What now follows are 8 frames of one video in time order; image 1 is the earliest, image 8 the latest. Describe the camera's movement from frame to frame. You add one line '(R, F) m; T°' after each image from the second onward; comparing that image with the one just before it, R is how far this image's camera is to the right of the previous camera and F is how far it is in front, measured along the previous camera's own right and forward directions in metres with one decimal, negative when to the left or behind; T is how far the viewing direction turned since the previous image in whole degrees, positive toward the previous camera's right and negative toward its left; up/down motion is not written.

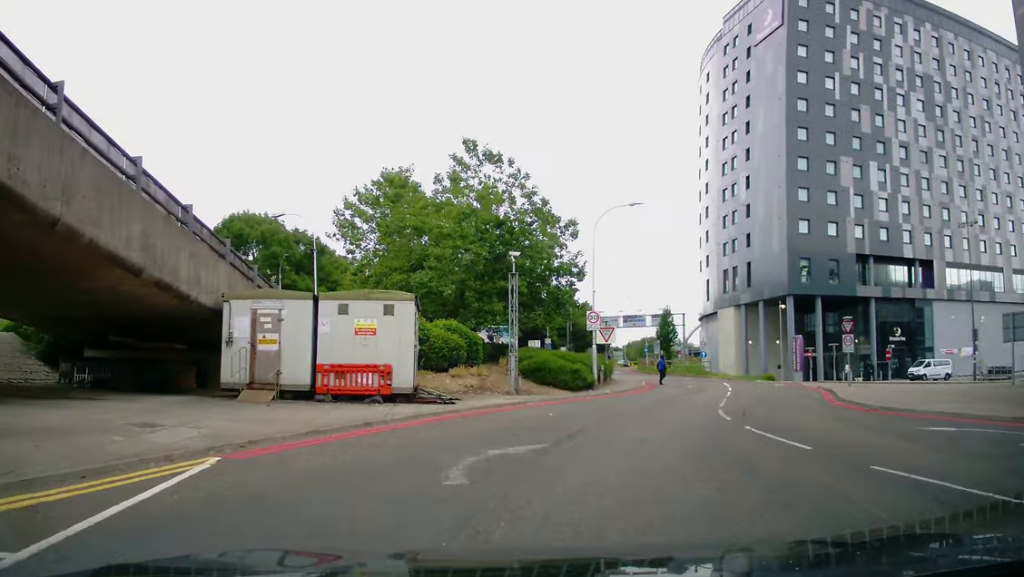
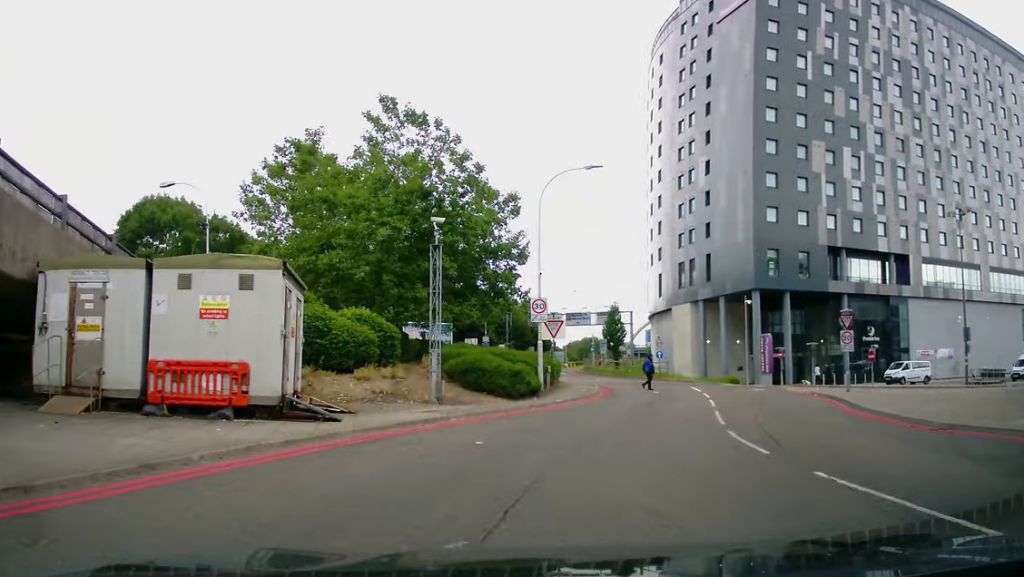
(+0.2, +5.3) m; +7°
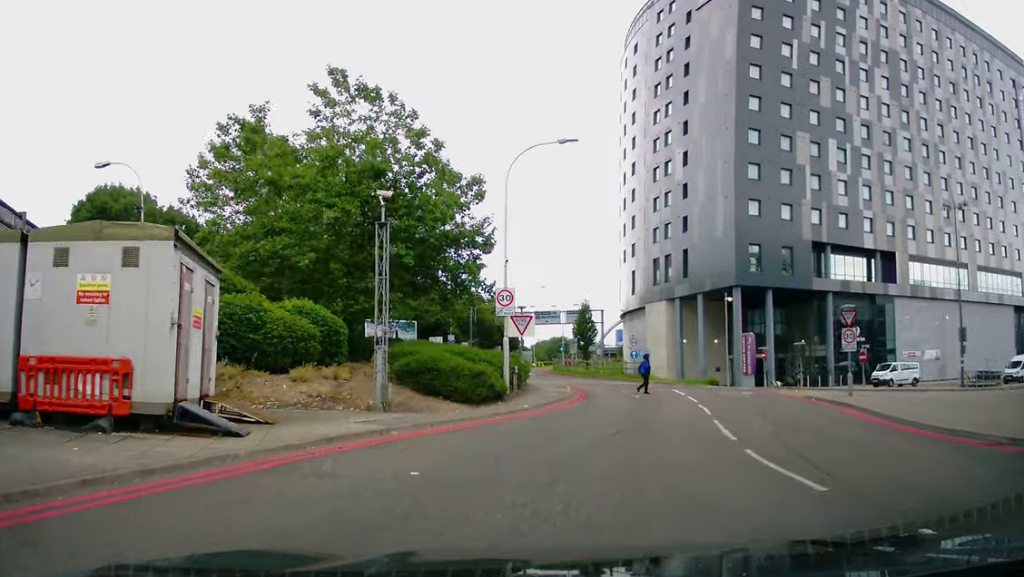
(0.0, +2.7) m; +5°
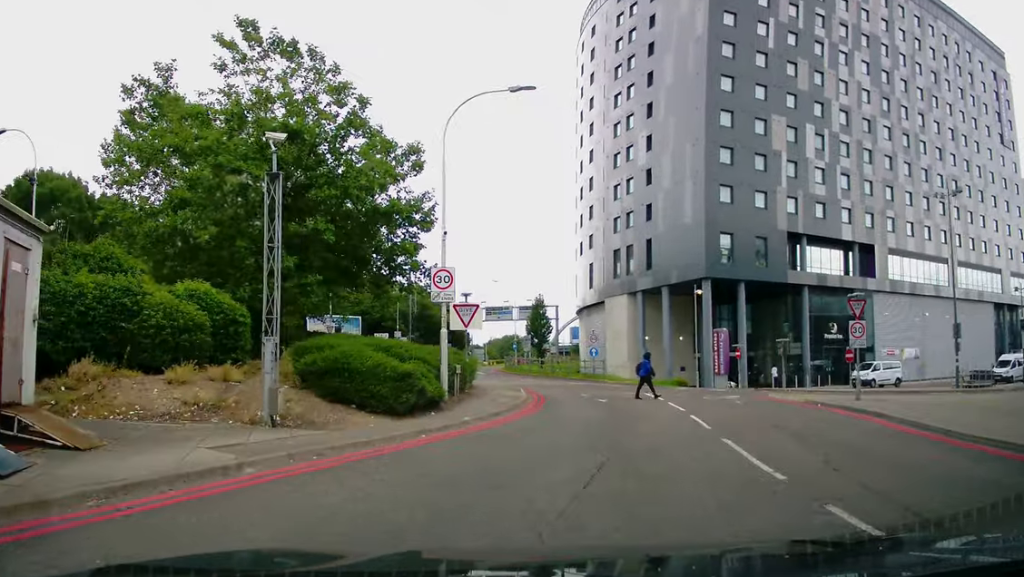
(+0.4, +4.0) m; +5°
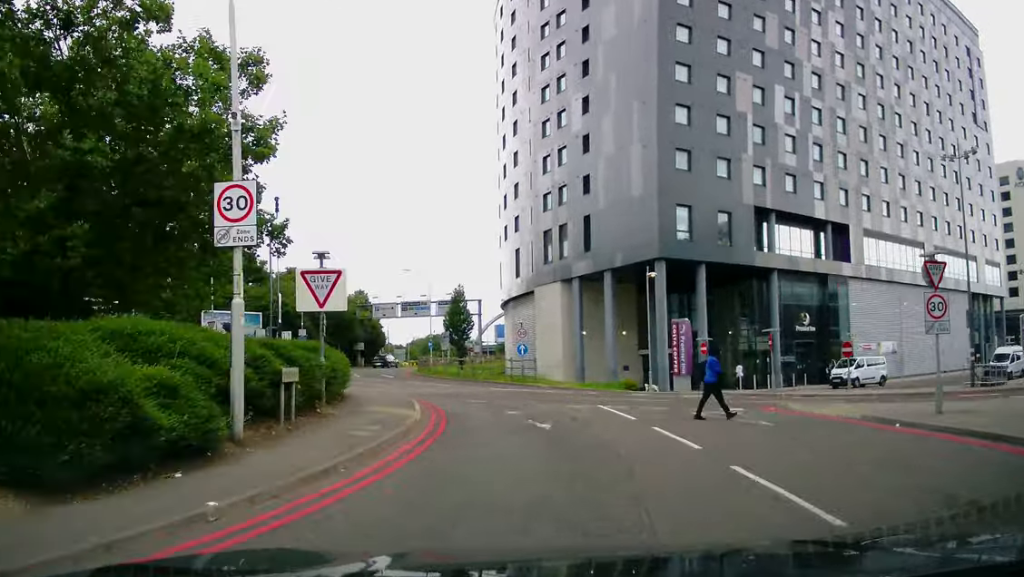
(+0.3, +7.9) m; +3°
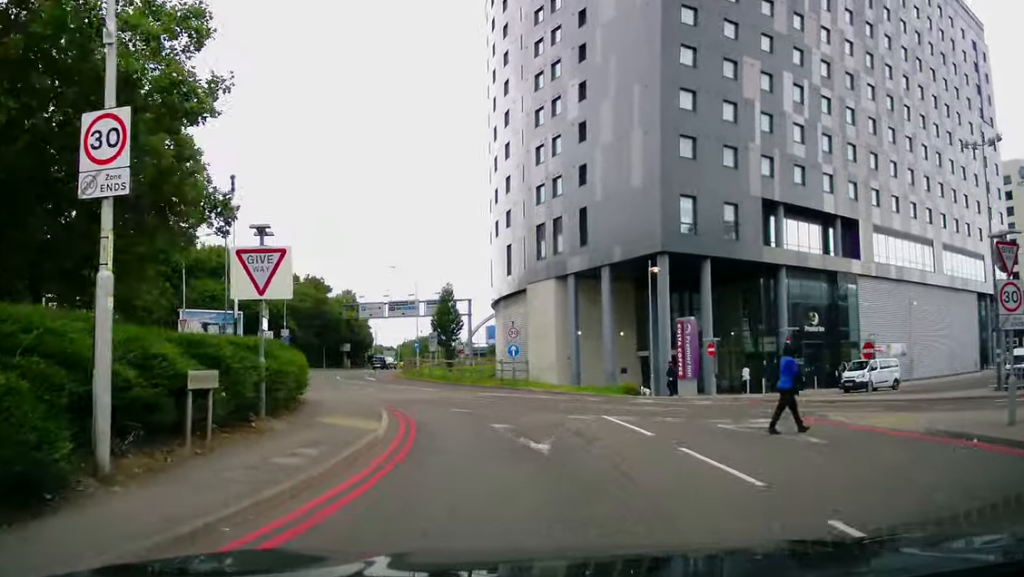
(0.0, +2.6) m; 0°
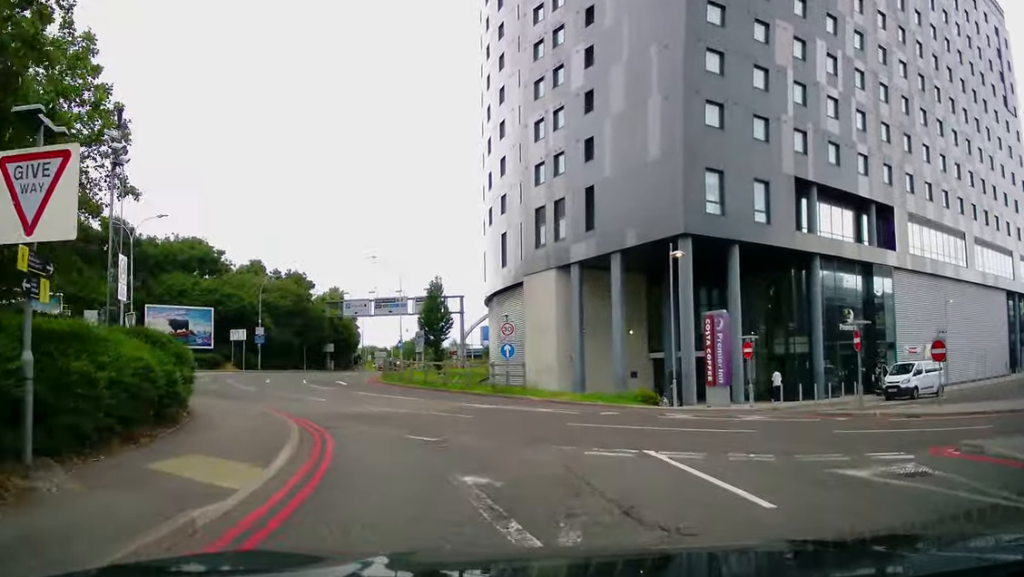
(0.0, +5.4) m; -4°
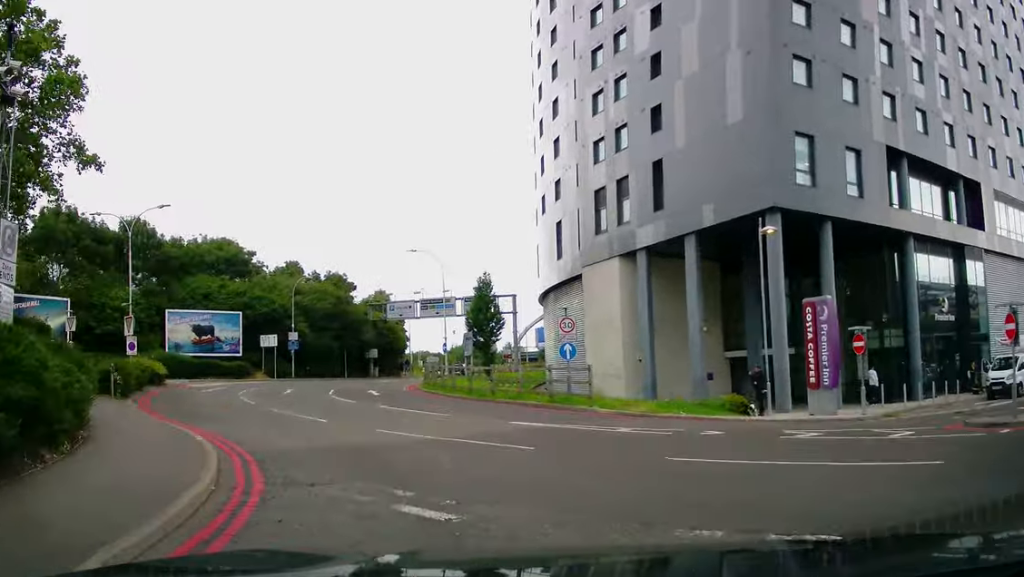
(-0.4, +5.3) m; -10°
